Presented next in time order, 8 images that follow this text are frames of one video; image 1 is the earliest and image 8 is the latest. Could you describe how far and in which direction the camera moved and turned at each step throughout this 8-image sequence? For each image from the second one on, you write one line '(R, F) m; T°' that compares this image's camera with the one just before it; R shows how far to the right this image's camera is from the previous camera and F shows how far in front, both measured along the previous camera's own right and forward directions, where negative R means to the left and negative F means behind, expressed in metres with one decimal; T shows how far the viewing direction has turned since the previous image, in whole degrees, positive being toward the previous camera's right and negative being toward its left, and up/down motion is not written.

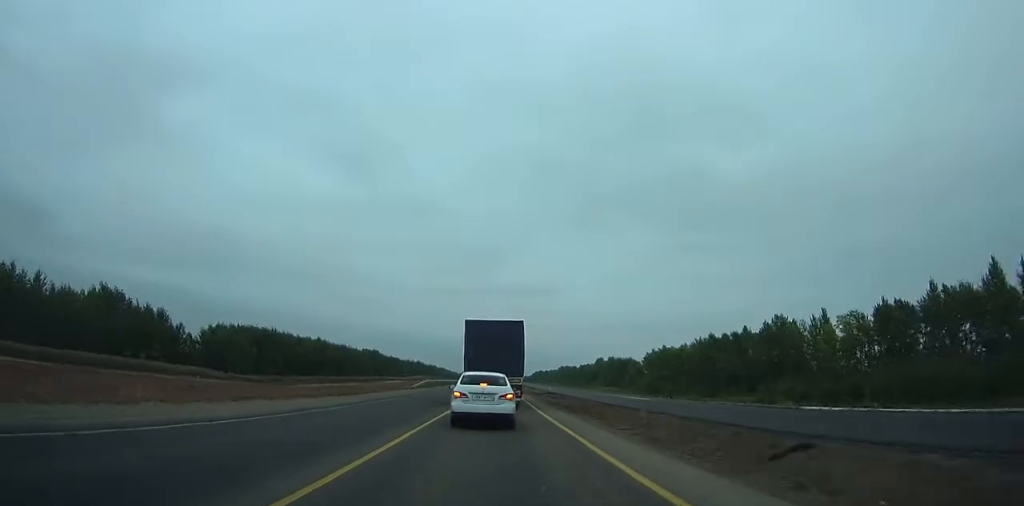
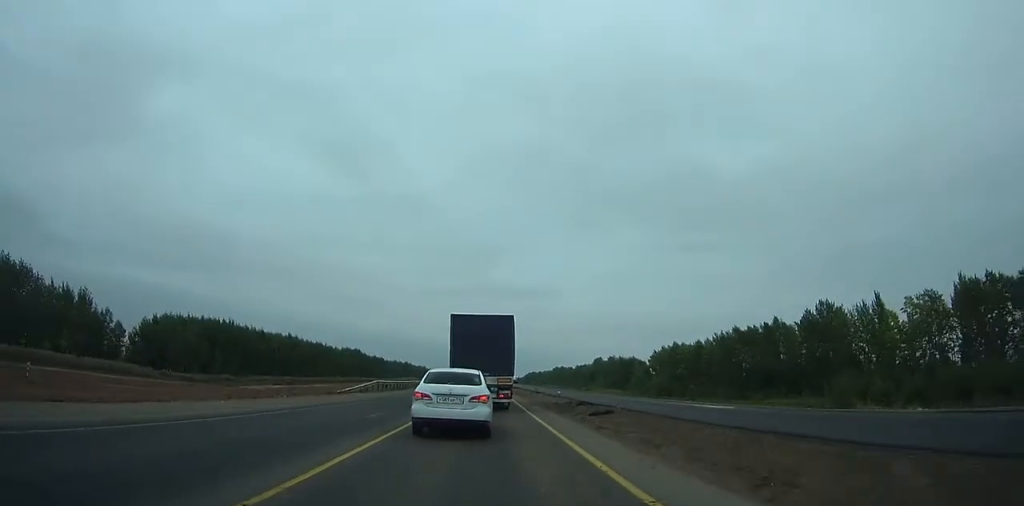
(-0.1, +26.5) m; 0°
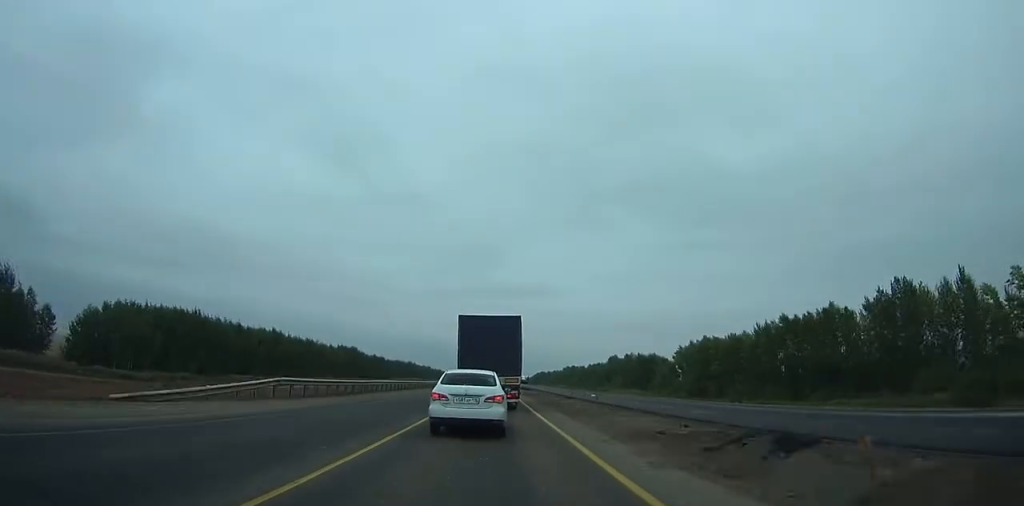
(0.0, +25.3) m; 0°
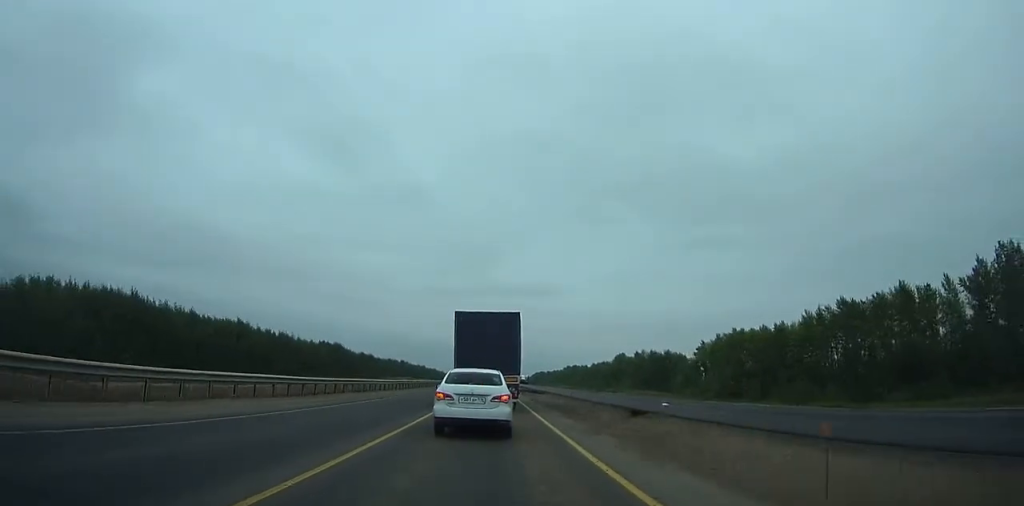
(-0.2, +25.3) m; 0°
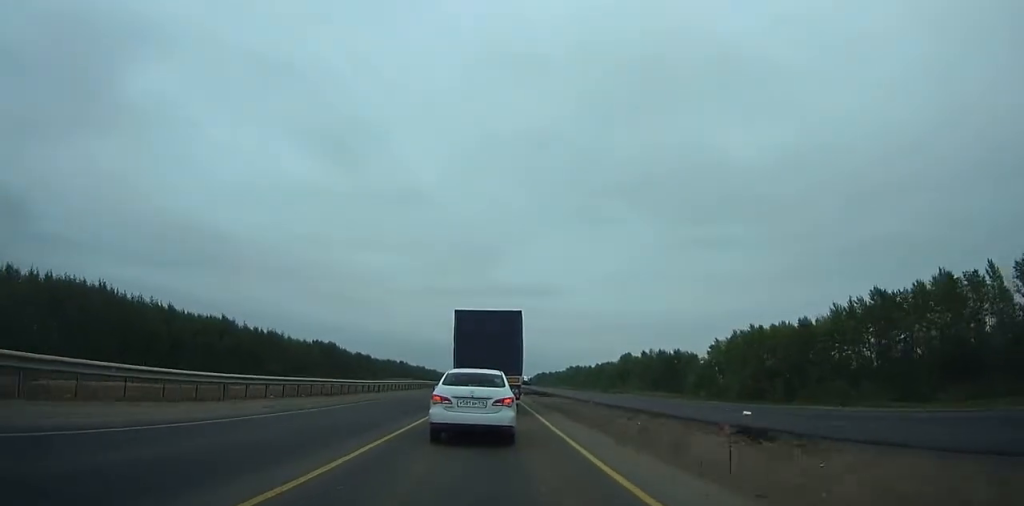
(+0.1, +10.2) m; 0°
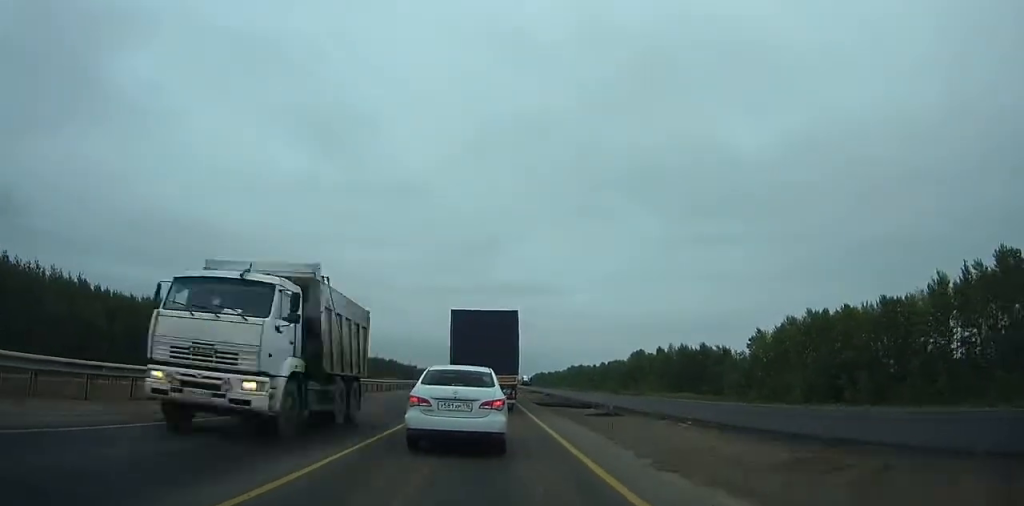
(+0.4, +30.3) m; +1°
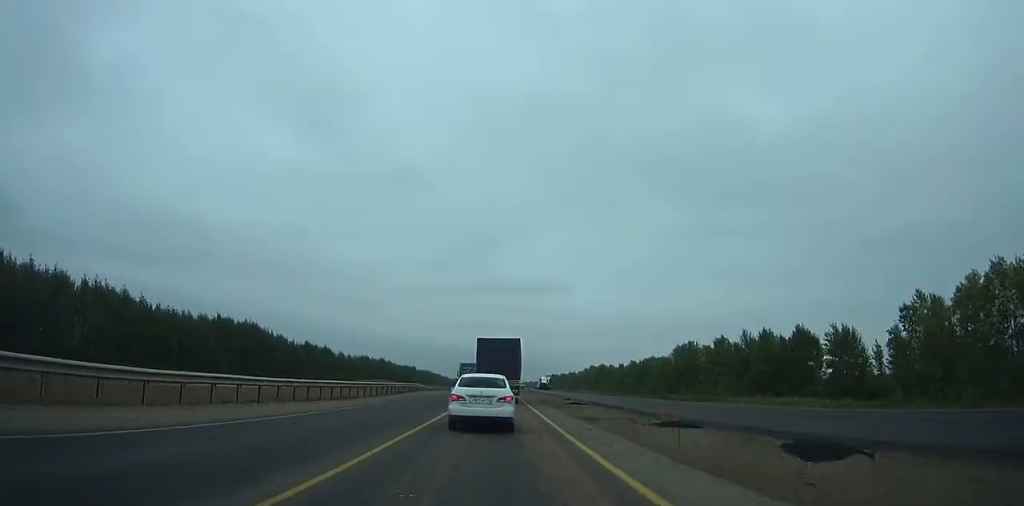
(-0.9, +59.8) m; -1°
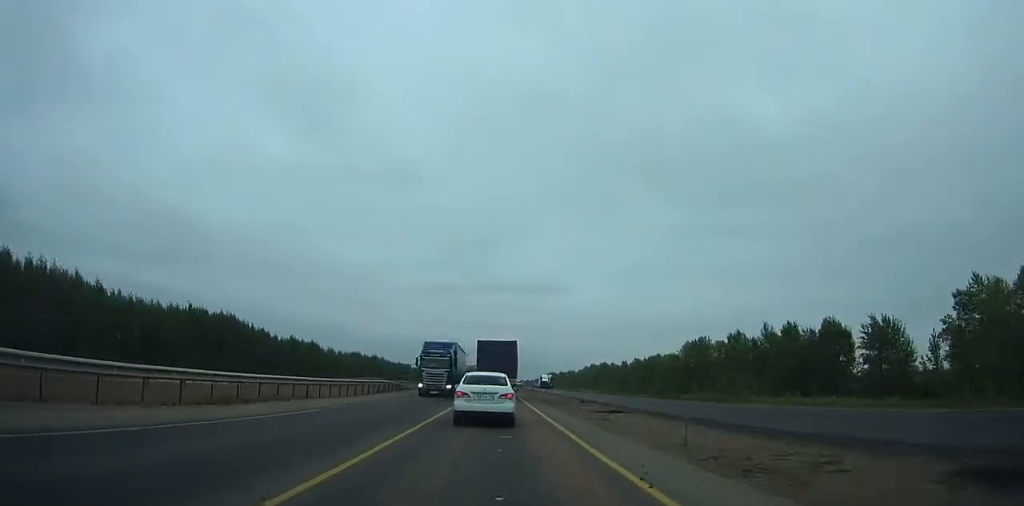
(-0.1, +13.2) m; 0°
